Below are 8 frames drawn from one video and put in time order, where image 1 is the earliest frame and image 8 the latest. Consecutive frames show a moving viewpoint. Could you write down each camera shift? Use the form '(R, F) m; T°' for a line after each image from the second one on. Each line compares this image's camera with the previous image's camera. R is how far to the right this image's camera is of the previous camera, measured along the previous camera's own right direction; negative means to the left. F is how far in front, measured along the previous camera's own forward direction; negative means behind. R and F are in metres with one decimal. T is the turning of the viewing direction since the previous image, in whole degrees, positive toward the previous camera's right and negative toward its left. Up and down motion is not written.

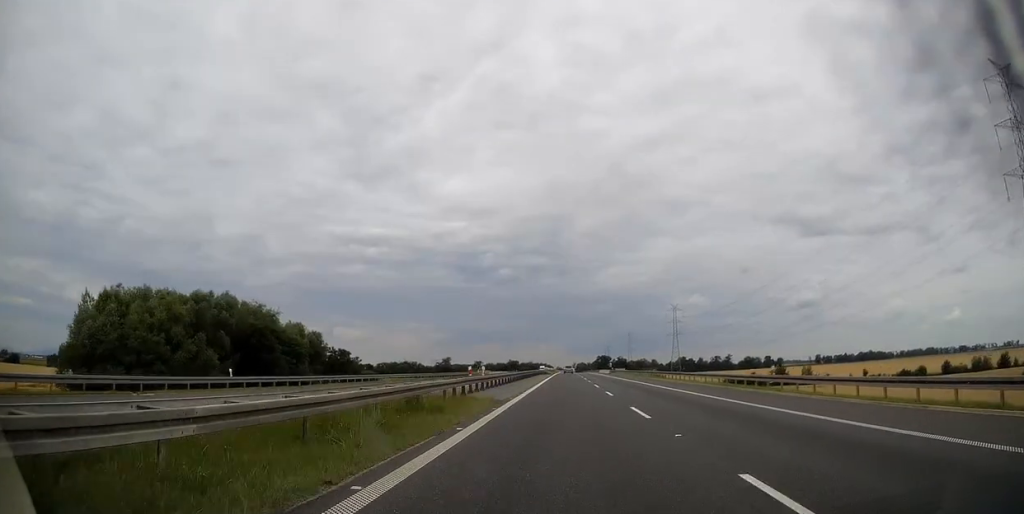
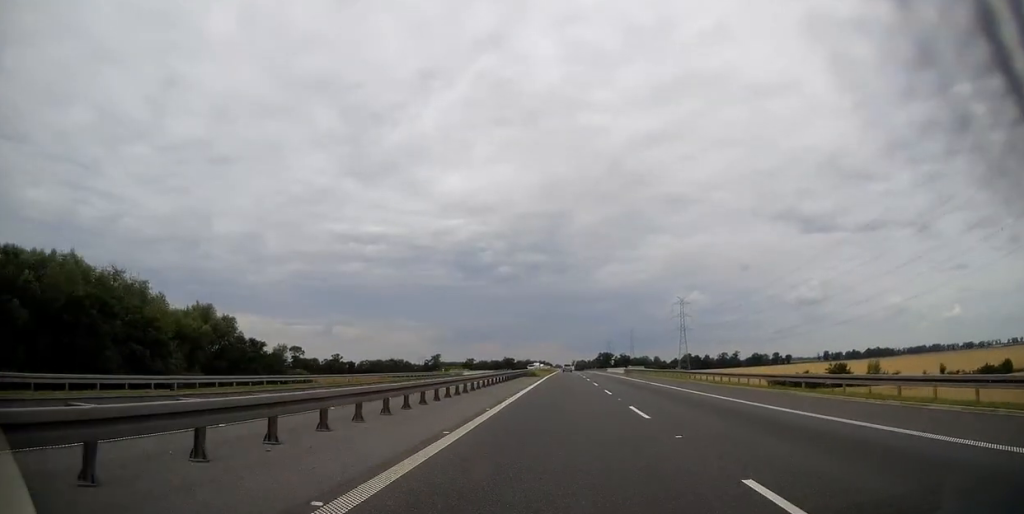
(-0.1, +36.9) m; 0°
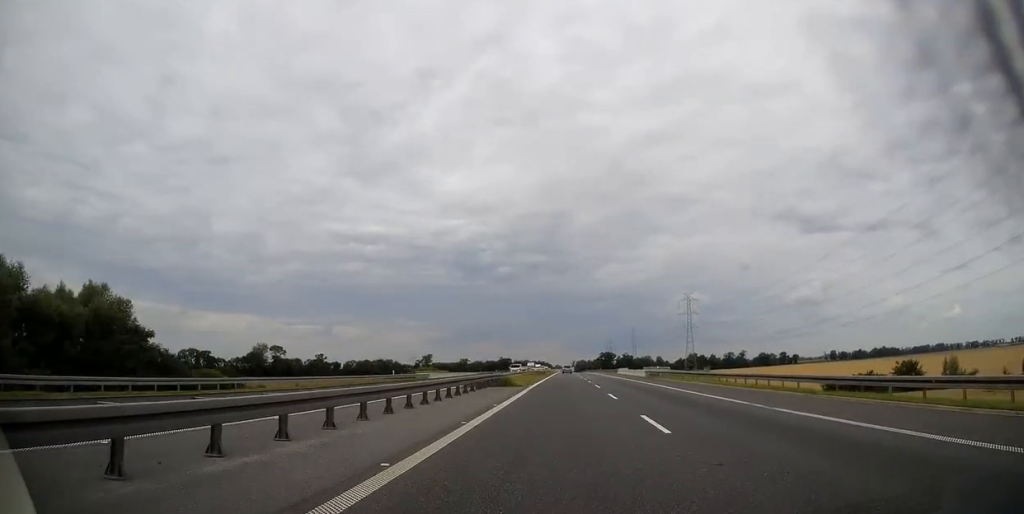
(+0.1, +27.5) m; 0°
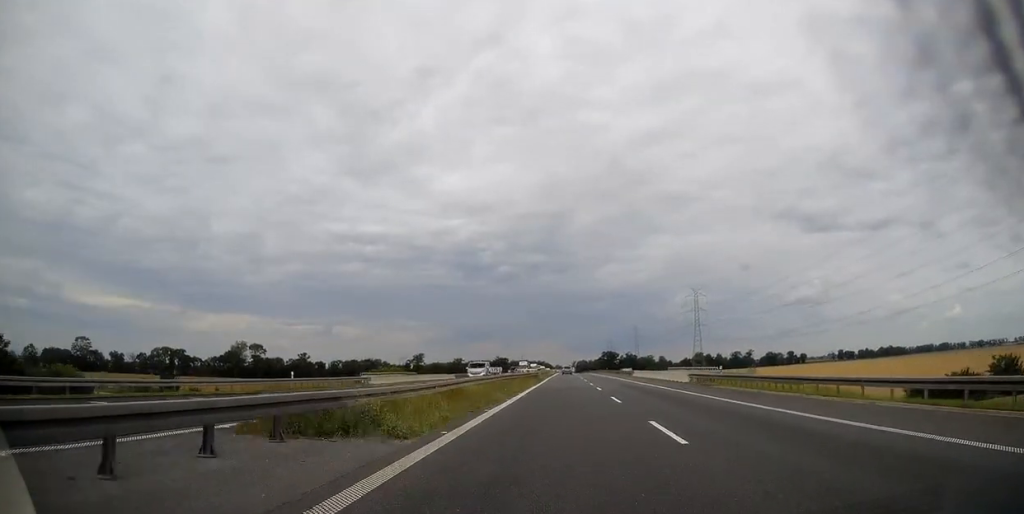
(0.0, +26.0) m; 0°
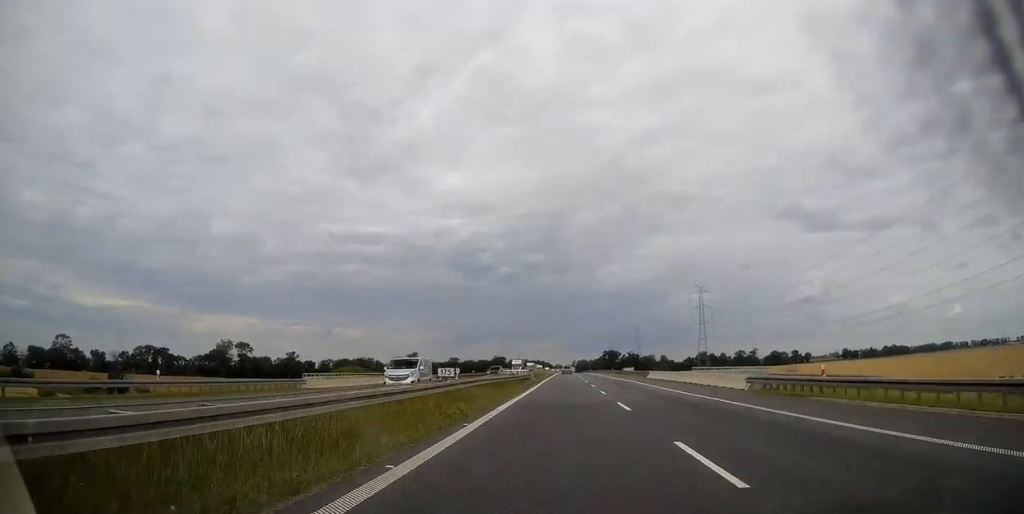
(0.0, +15.6) m; 0°
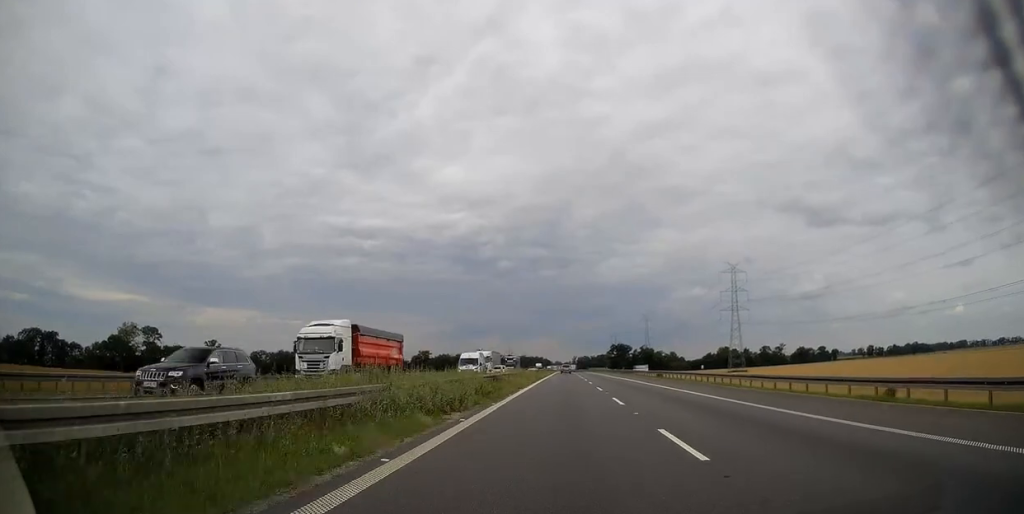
(+0.4, +81.0) m; 0°
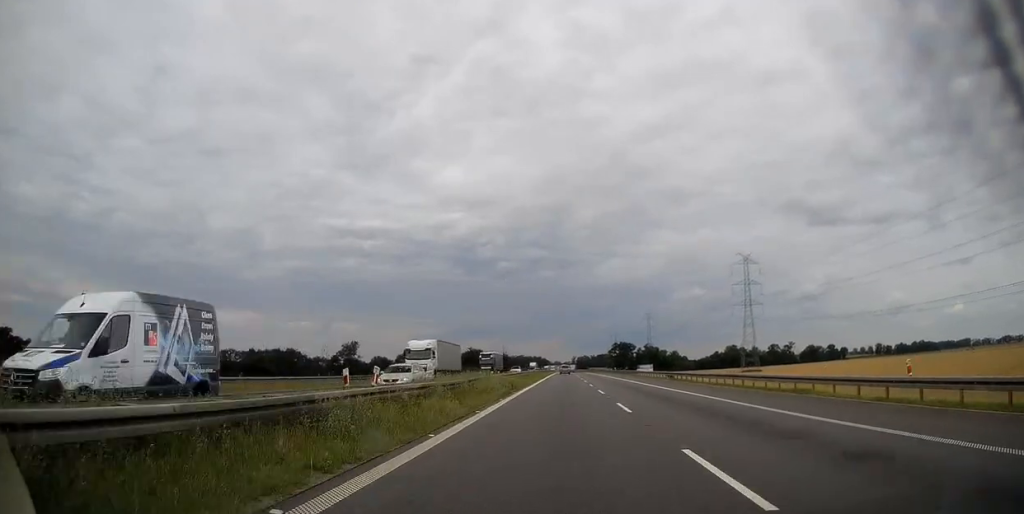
(-0.1, +26.8) m; 0°
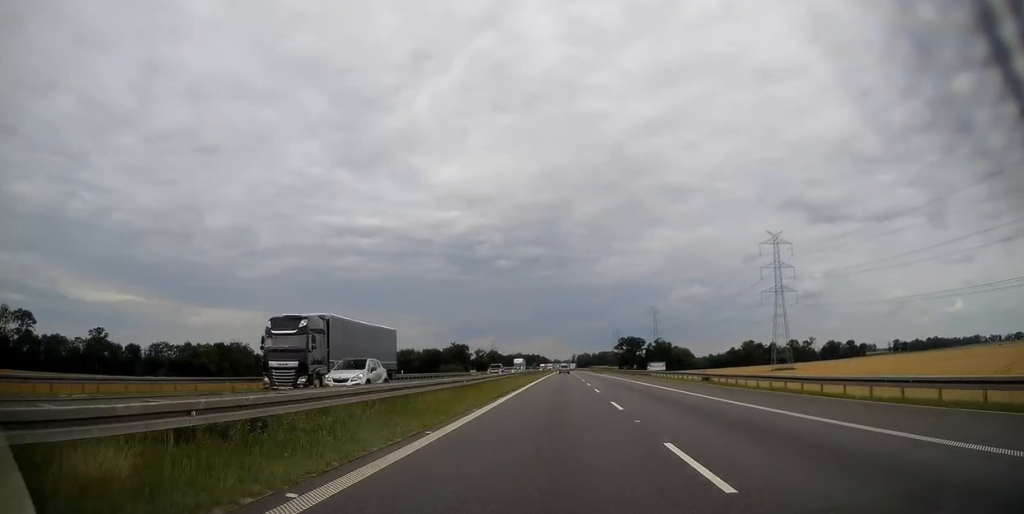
(0.0, +47.1) m; 0°
